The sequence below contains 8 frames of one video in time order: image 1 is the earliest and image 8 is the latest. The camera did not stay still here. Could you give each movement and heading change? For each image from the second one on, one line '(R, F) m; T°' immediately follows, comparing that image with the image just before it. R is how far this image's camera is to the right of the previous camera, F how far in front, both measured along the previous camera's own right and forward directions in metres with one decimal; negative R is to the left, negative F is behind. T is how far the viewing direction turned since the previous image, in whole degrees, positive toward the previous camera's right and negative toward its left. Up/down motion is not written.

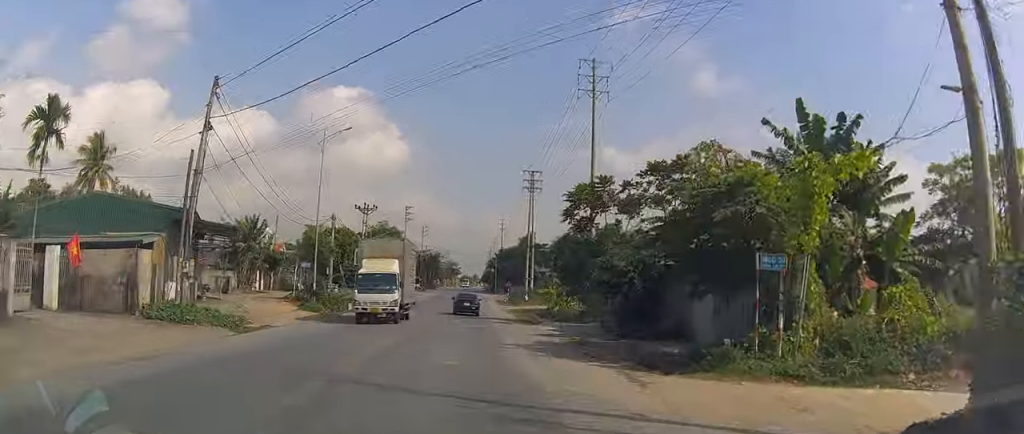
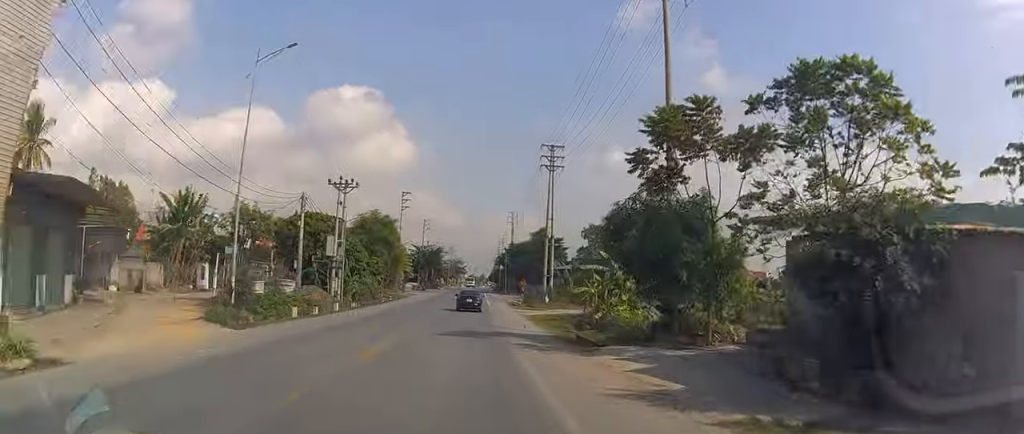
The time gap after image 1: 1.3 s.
(-0.1, +16.5) m; 0°
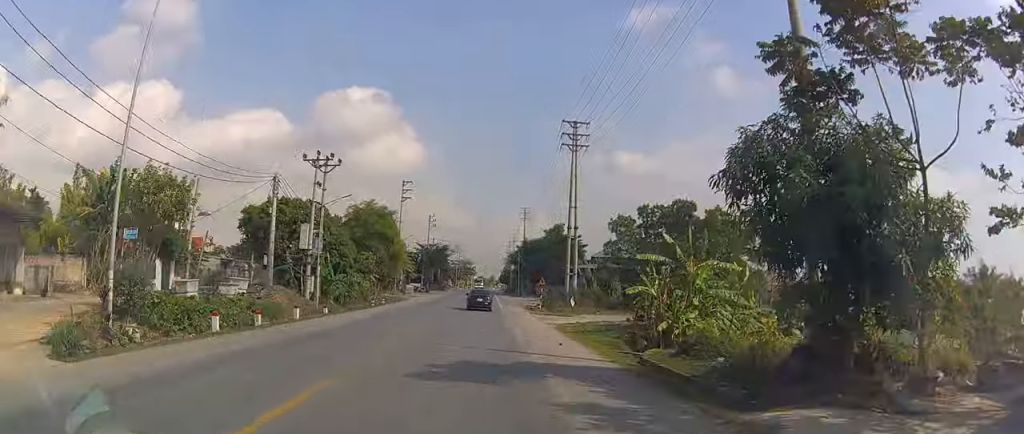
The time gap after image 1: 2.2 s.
(0.0, +11.1) m; -1°
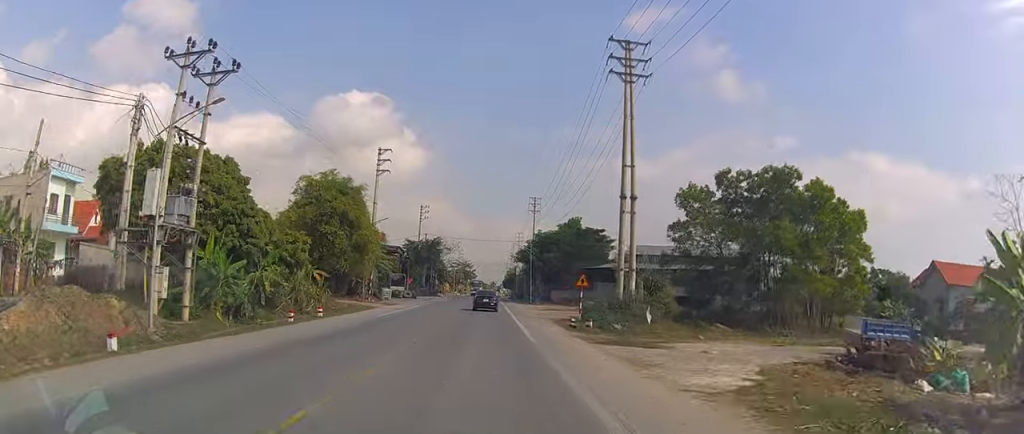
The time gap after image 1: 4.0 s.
(-0.6, +21.4) m; -2°
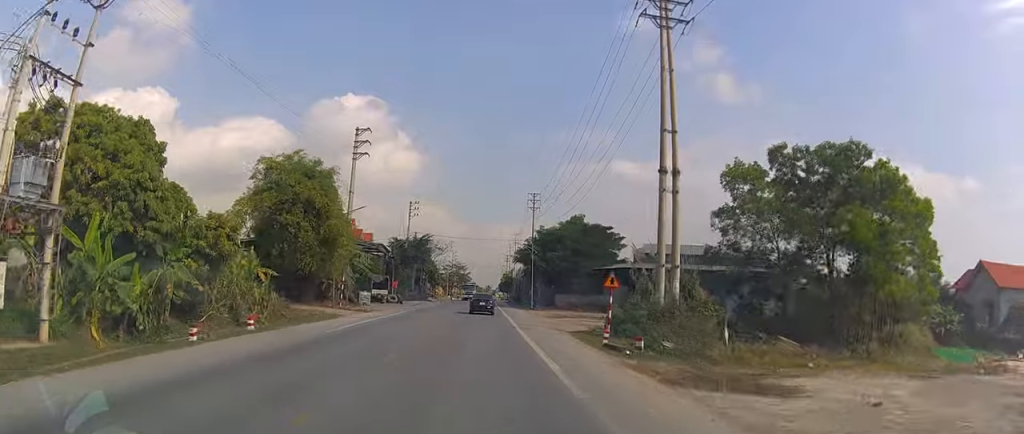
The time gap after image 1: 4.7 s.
(0.0, +9.1) m; 0°
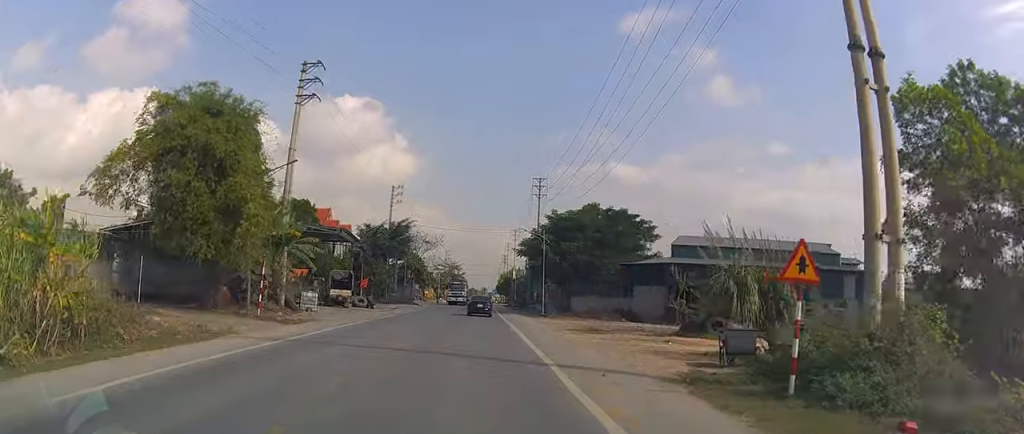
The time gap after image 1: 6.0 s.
(+0.2, +16.4) m; +1°
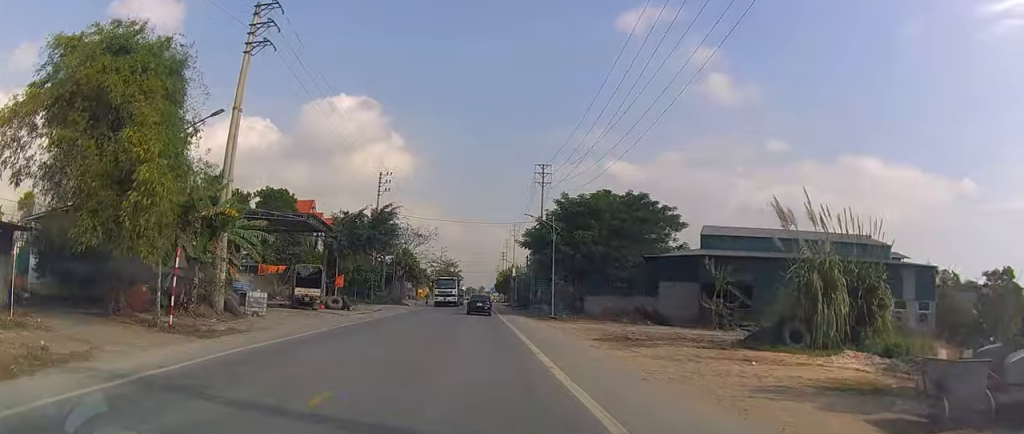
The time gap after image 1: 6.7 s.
(+0.1, +8.9) m; 0°
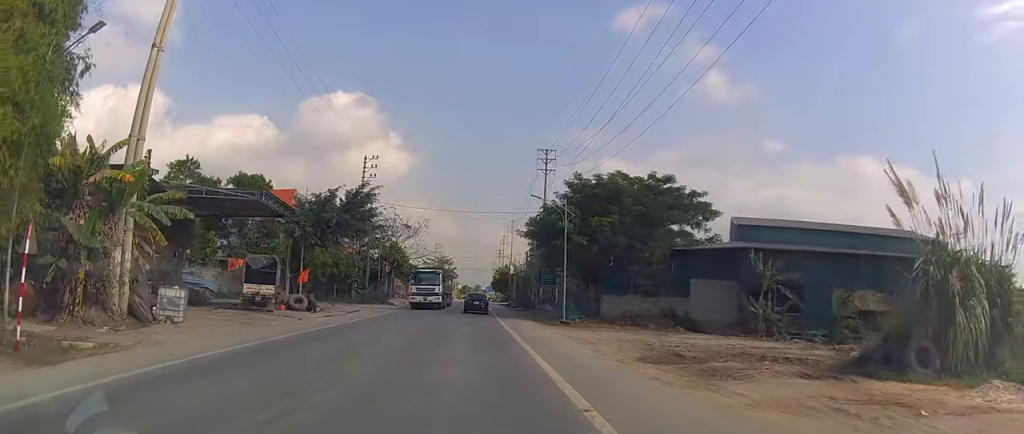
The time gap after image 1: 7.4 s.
(-0.1, +8.4) m; 0°
